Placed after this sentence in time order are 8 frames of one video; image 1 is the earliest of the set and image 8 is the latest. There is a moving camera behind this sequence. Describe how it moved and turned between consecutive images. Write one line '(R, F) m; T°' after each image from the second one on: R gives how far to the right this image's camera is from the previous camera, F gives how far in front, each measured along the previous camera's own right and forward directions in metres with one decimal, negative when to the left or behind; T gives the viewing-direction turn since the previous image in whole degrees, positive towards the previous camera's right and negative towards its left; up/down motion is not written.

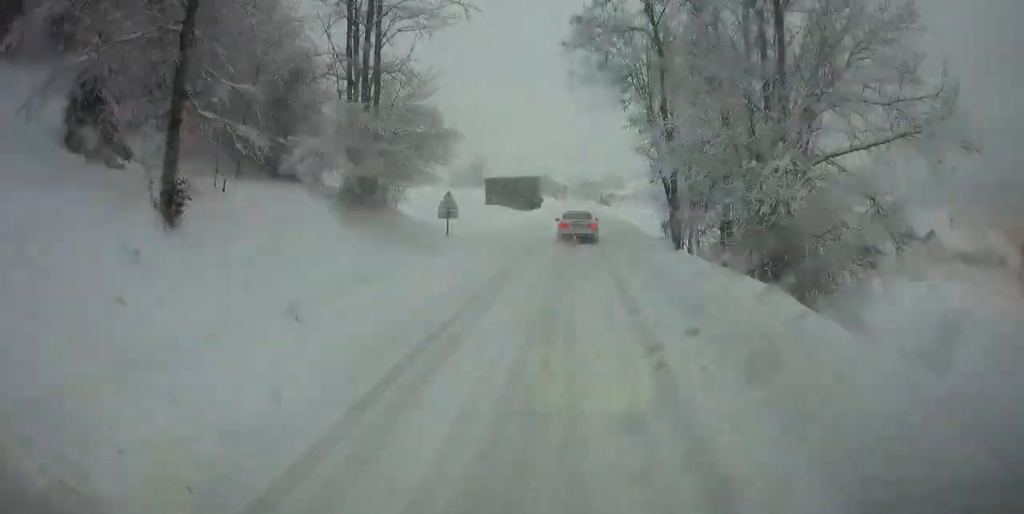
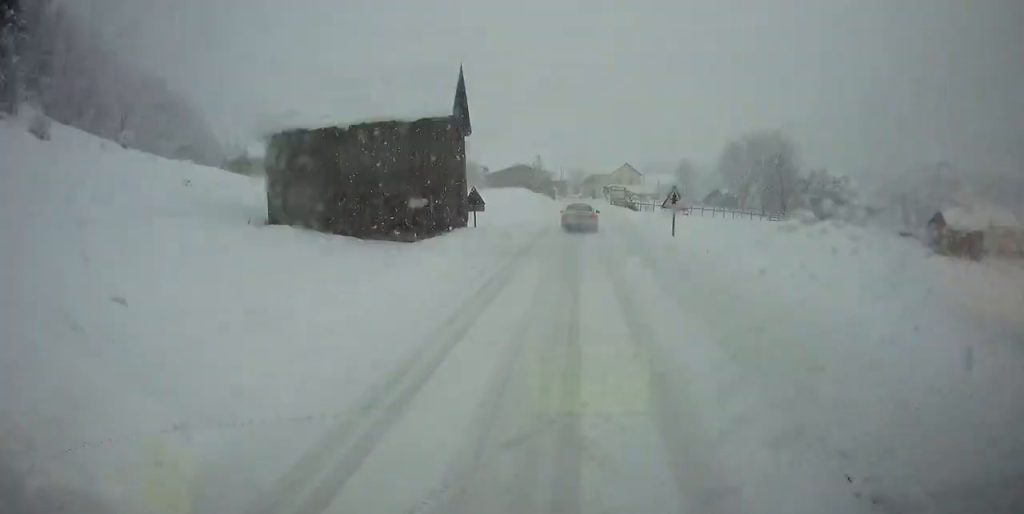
(+1.0, +68.8) m; +1°
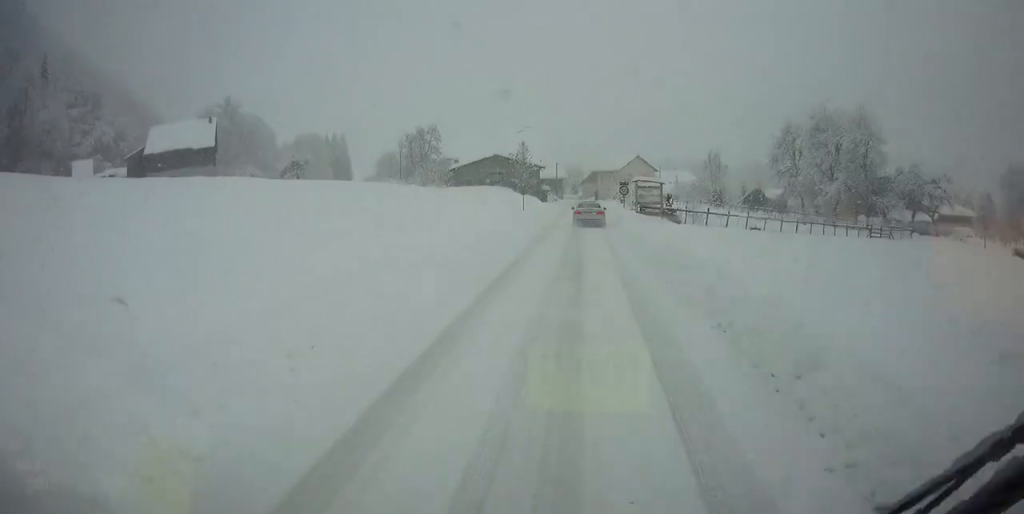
(+0.2, +38.8) m; 0°
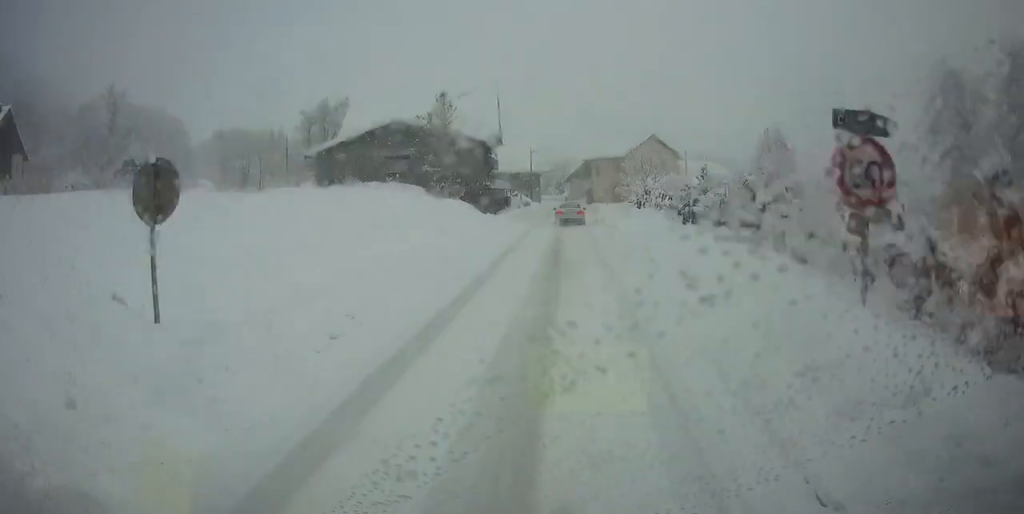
(0.0, +49.6) m; -1°
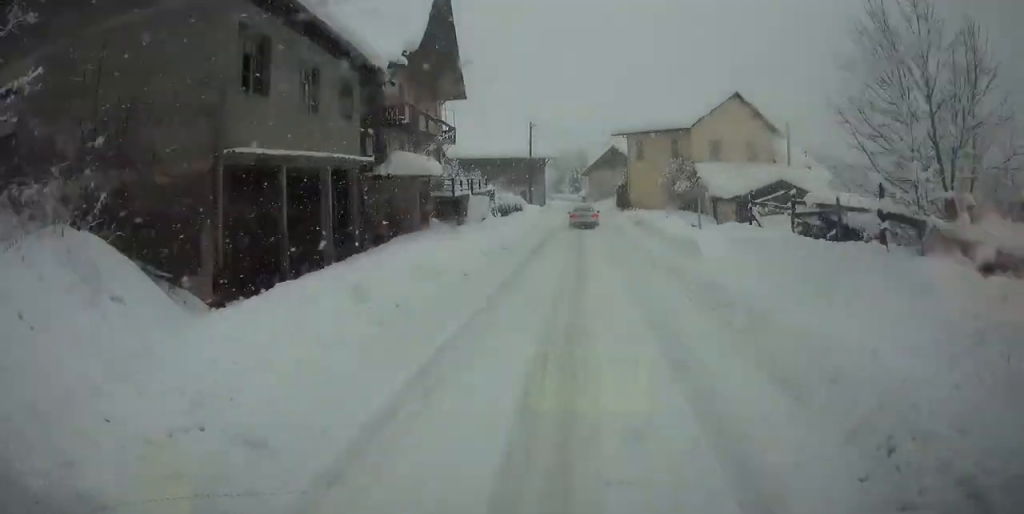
(-0.3, +39.0) m; 0°
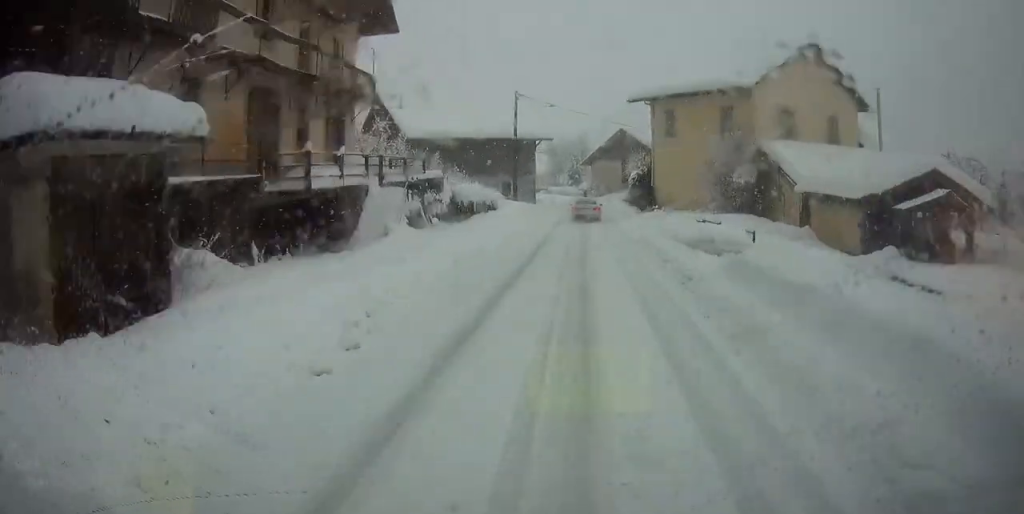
(0.0, +27.7) m; -1°
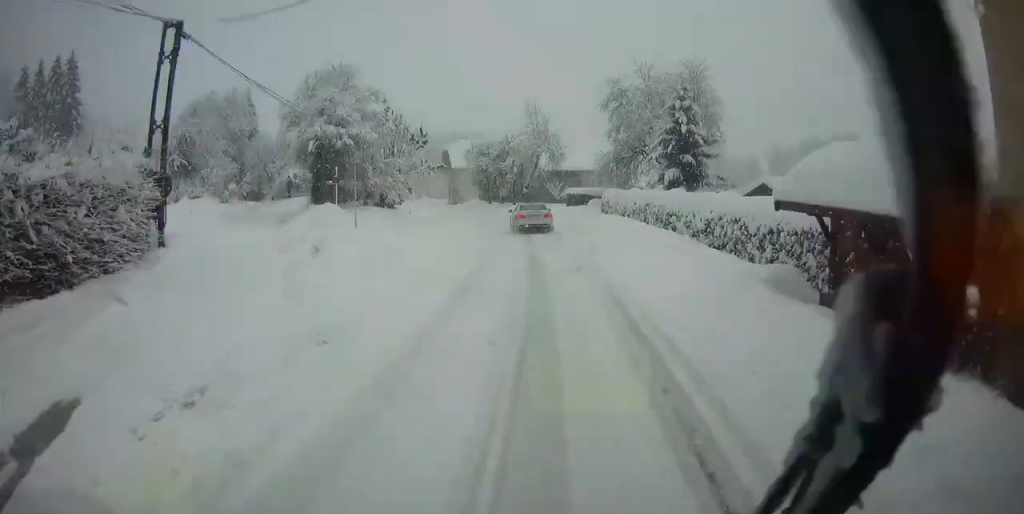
(-5.6, +80.0) m; -12°
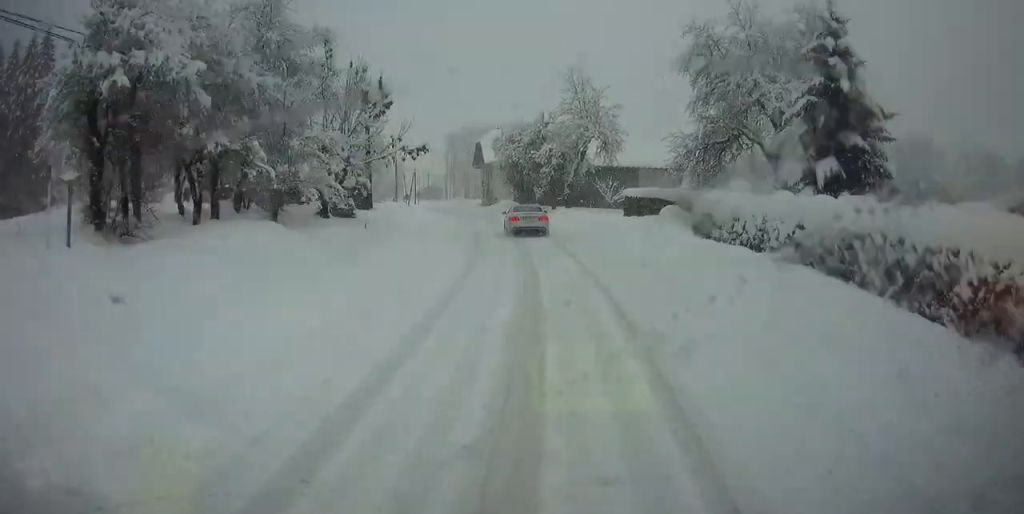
(-0.9, +18.3) m; -4°
